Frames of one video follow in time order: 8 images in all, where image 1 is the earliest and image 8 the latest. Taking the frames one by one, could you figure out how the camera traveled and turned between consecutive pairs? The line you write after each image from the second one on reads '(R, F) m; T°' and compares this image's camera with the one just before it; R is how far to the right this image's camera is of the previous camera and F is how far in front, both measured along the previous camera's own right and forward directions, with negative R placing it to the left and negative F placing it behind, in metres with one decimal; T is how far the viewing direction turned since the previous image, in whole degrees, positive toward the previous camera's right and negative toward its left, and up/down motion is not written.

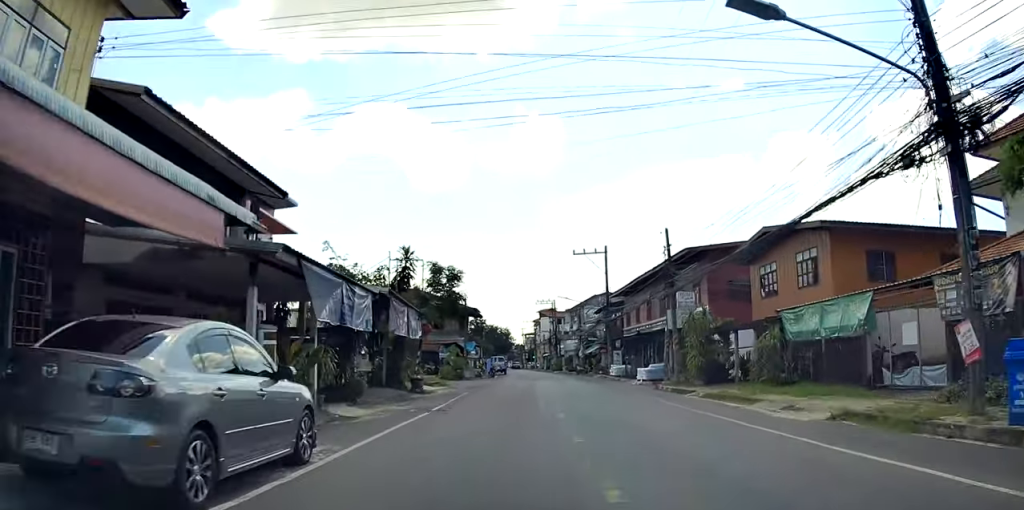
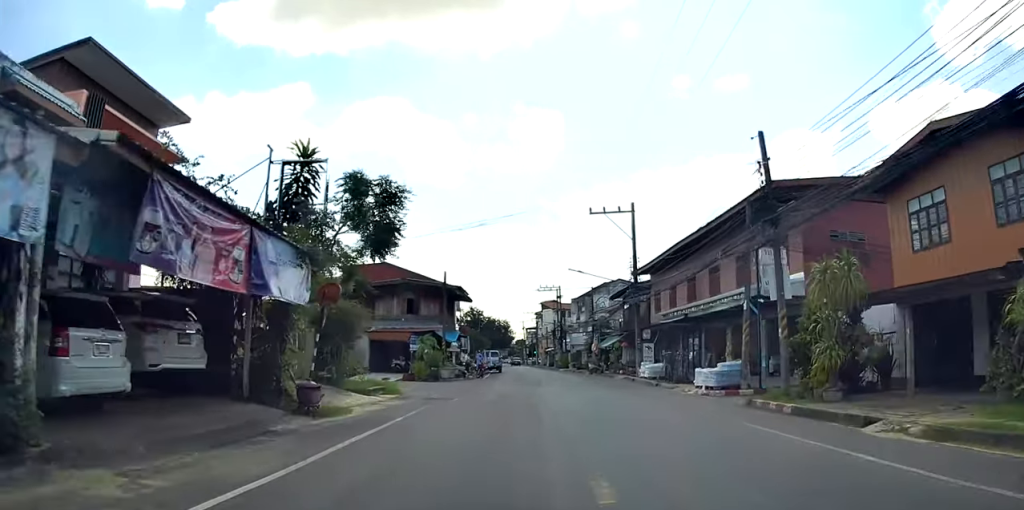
(-0.5, +11.9) m; 0°
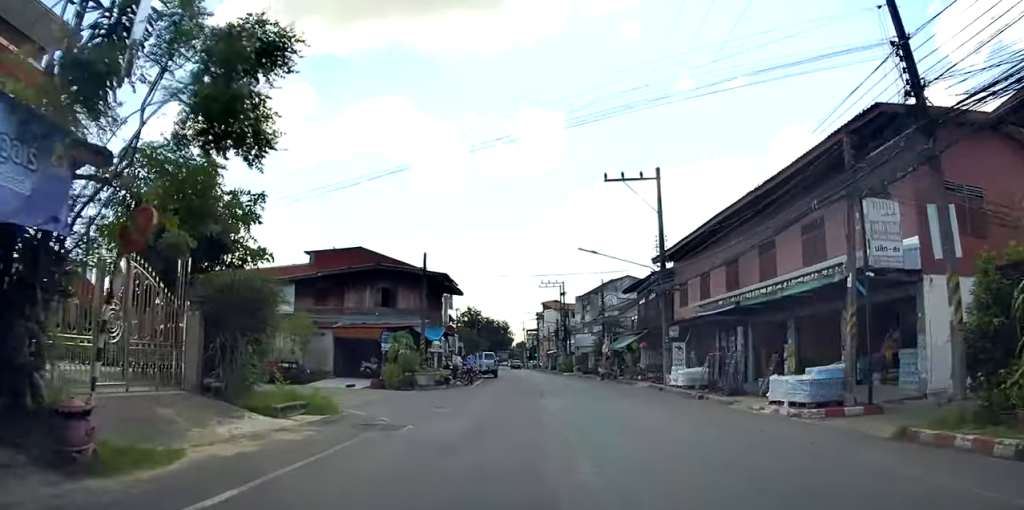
(+0.5, +7.3) m; 0°
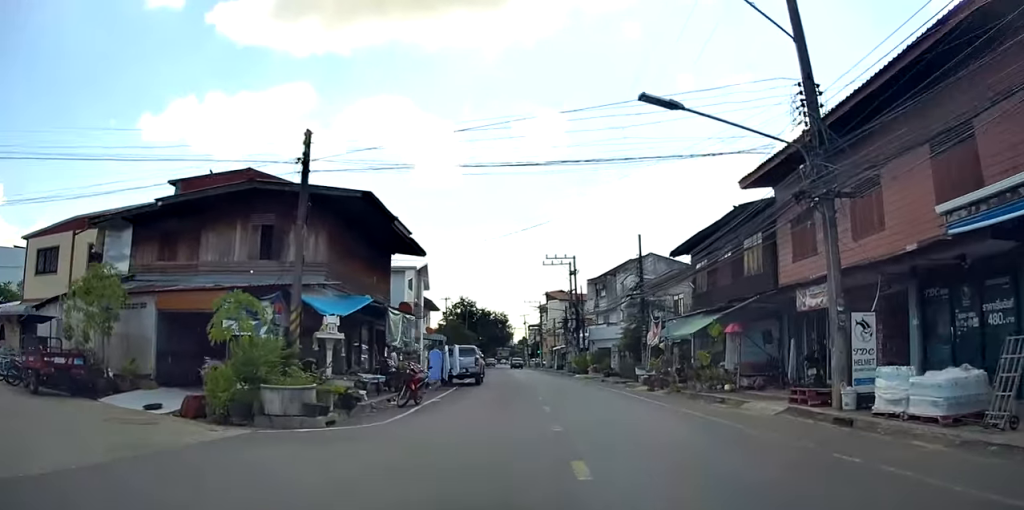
(-0.2, +15.8) m; 0°
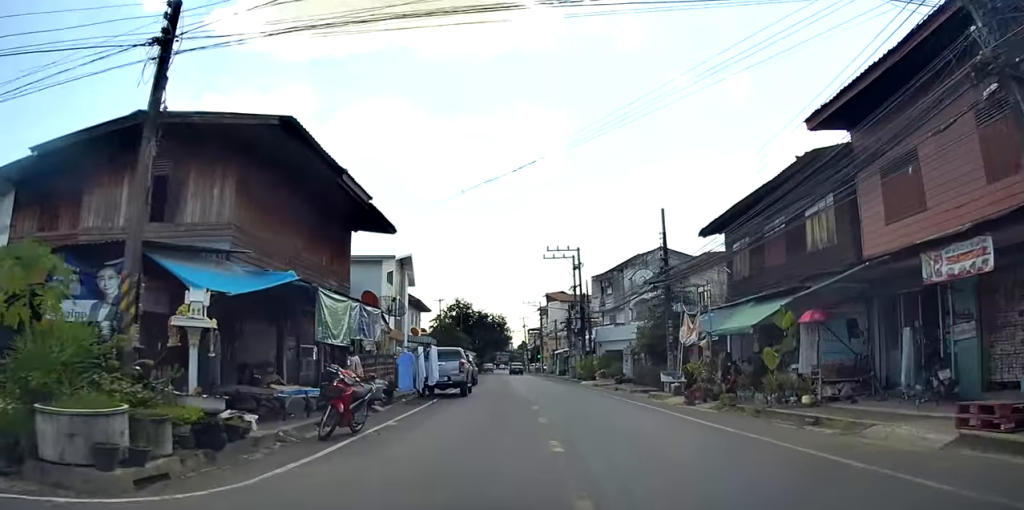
(+0.2, +6.2) m; 0°
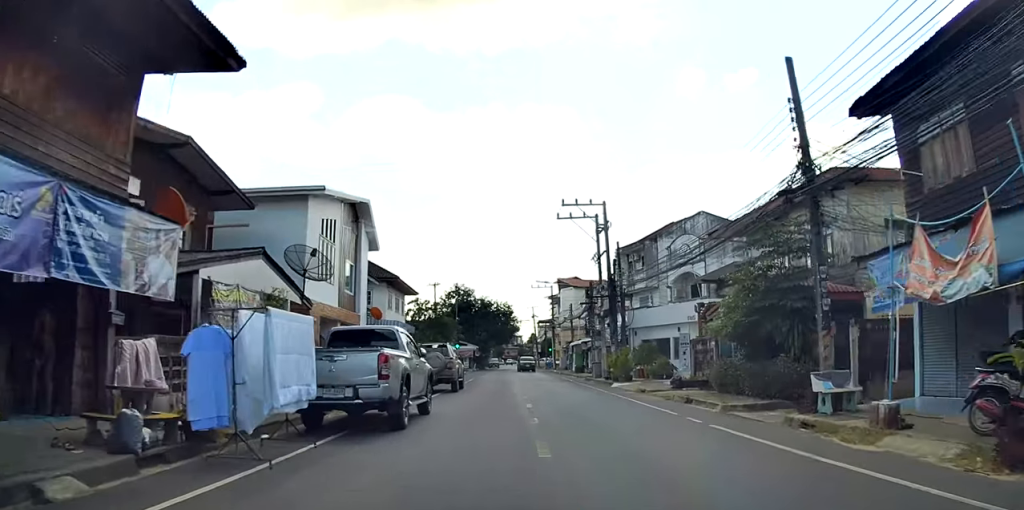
(-0.3, +12.6) m; +1°
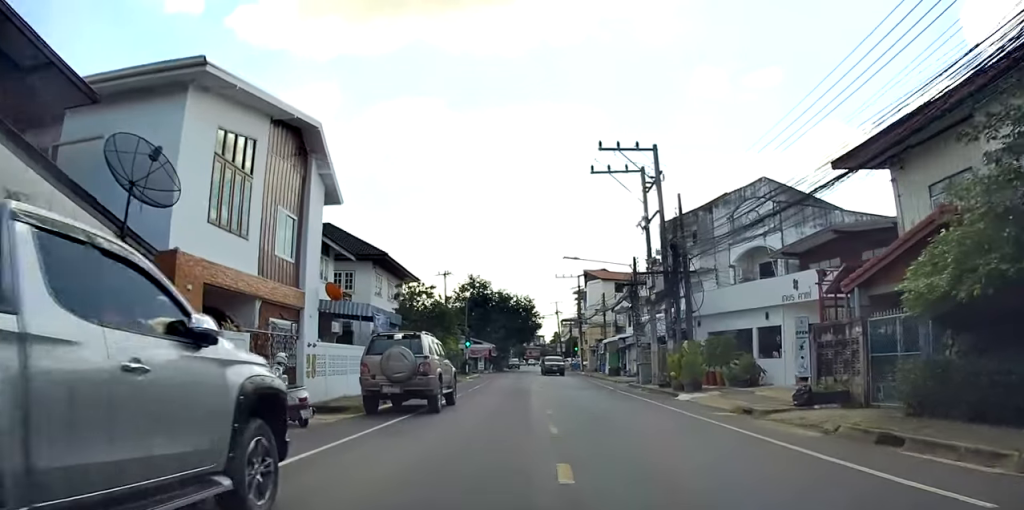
(+0.3, +10.1) m; -1°
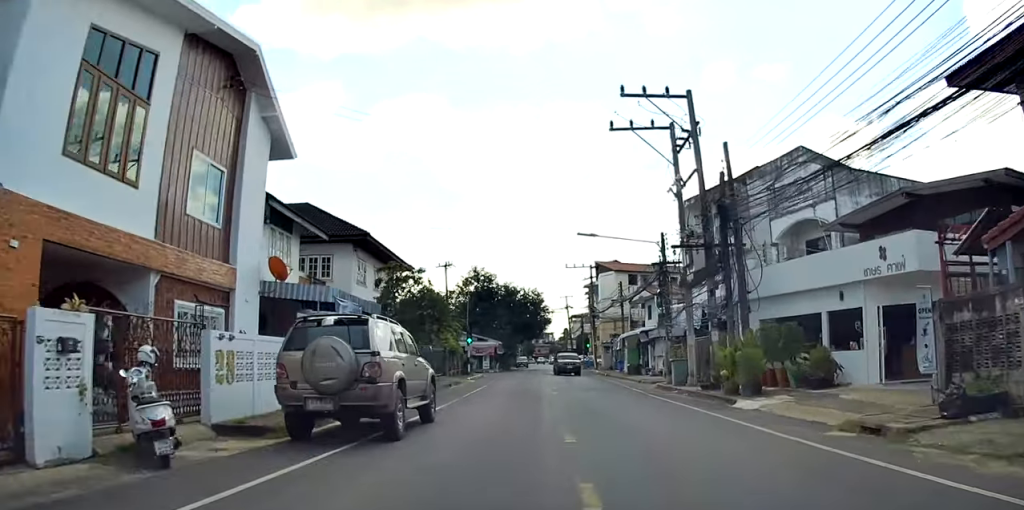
(+0.1, +5.3) m; -2°
